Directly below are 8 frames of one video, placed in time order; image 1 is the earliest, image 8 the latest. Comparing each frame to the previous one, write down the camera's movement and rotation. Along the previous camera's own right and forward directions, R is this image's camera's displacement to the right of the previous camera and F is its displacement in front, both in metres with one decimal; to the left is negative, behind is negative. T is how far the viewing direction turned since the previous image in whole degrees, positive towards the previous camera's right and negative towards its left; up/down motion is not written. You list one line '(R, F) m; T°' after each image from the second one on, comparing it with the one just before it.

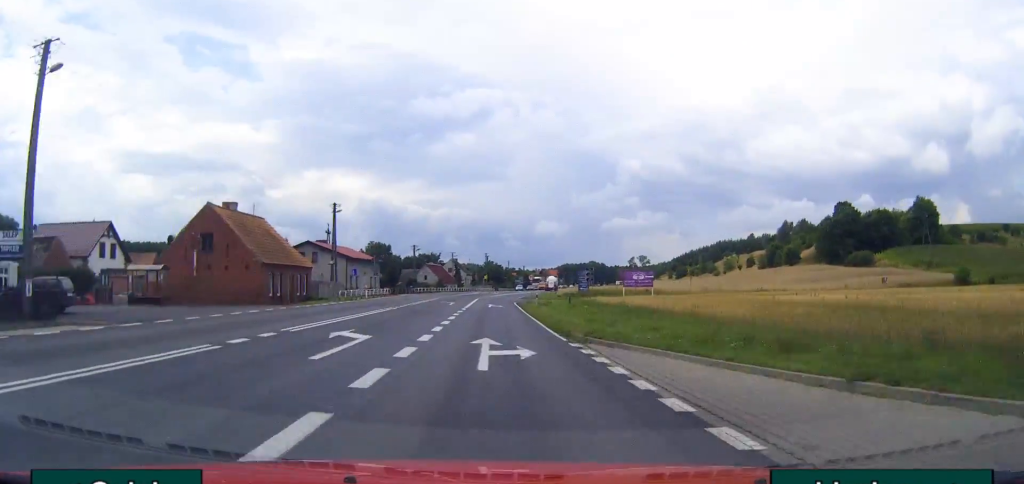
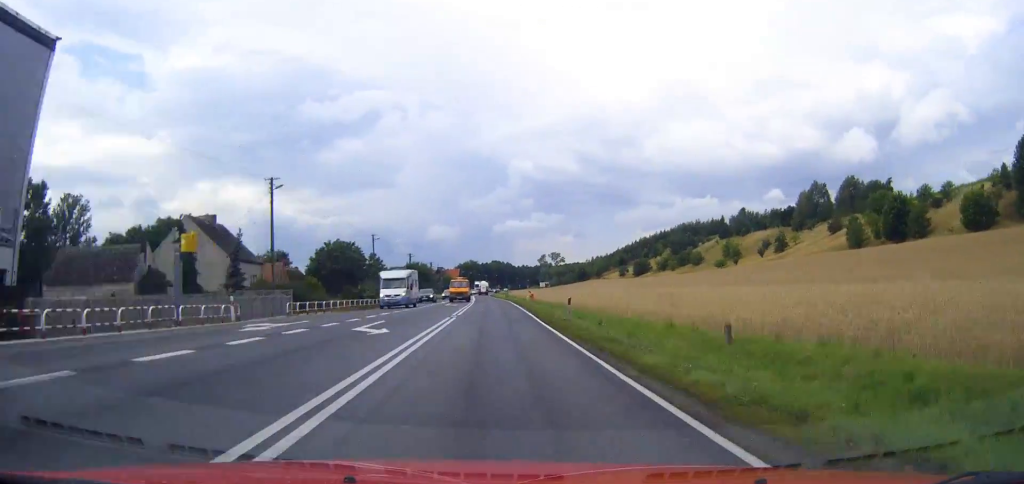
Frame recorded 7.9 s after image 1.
(+8.8, +133.4) m; +8°
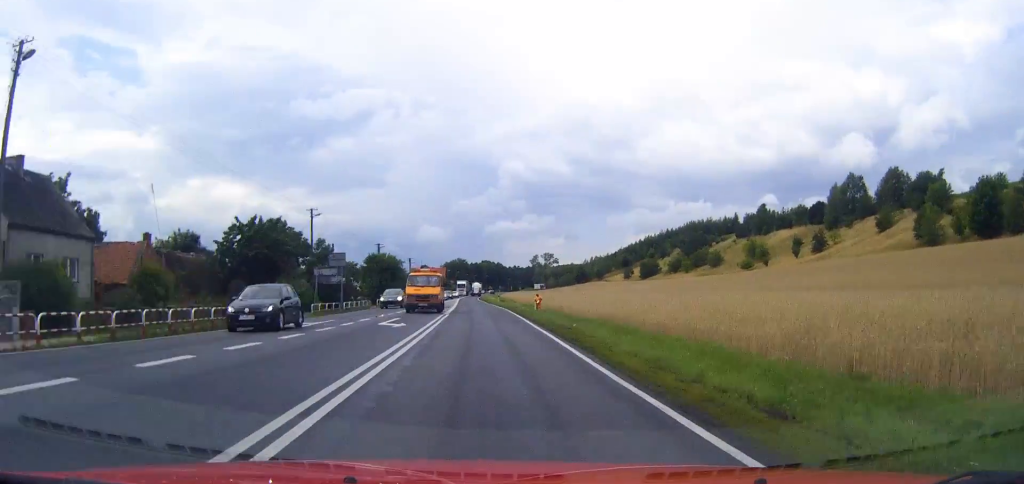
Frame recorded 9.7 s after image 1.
(+0.5, +32.0) m; 0°
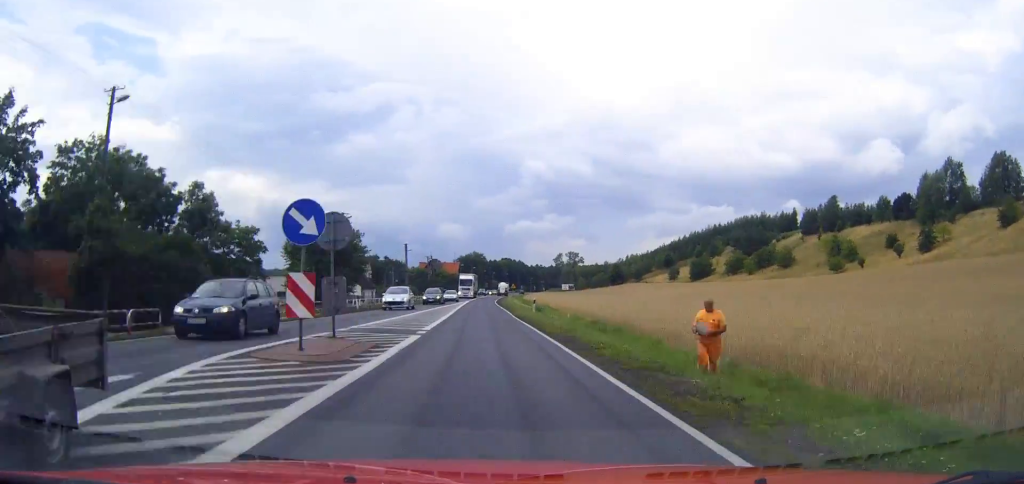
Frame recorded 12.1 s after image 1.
(-0.4, +43.8) m; 0°
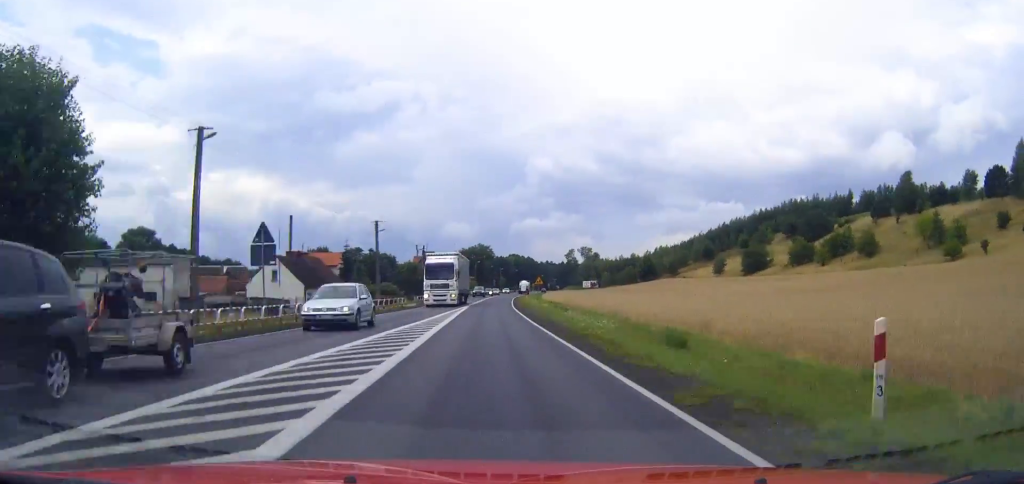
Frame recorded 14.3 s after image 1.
(-0.1, +41.0) m; 0°
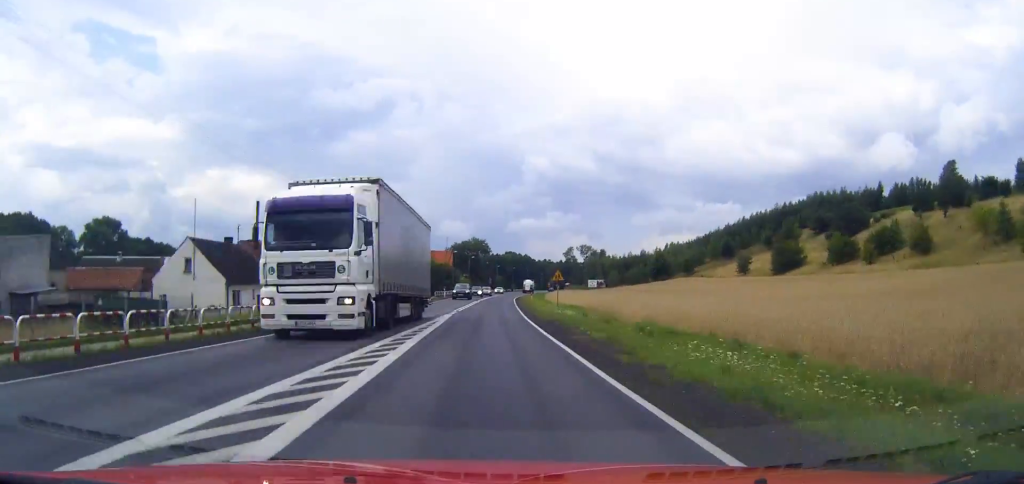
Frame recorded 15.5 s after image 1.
(0.0, +22.6) m; 0°
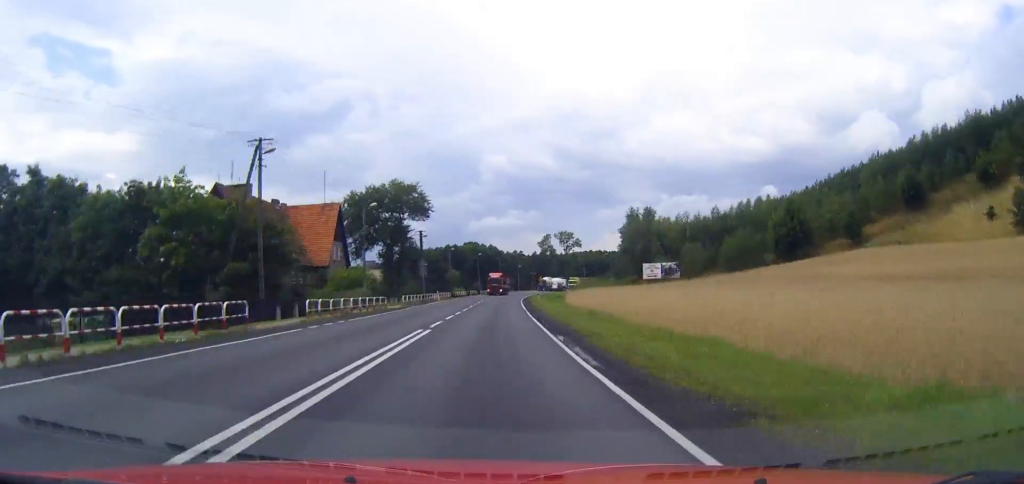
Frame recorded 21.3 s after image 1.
(+3.1, +111.7) m; +4°
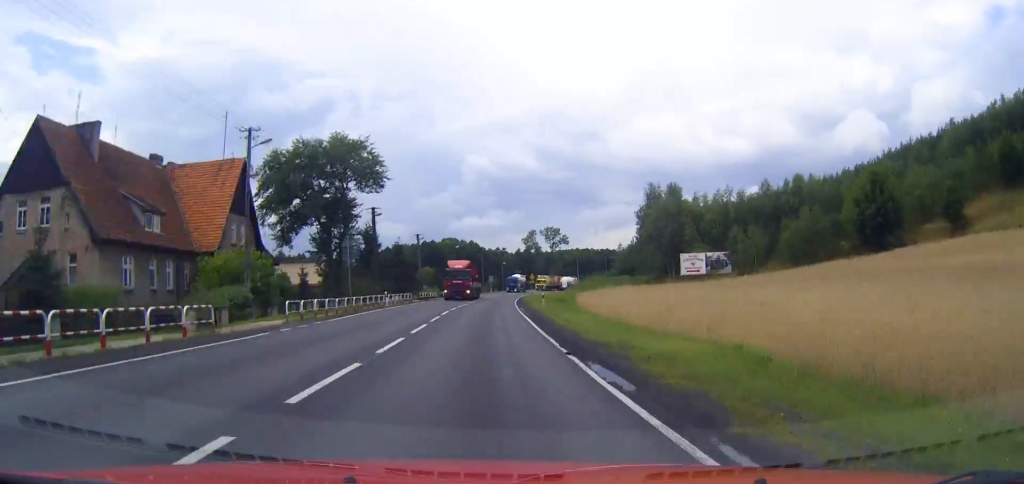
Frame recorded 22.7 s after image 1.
(+0.1, +27.2) m; +1°
